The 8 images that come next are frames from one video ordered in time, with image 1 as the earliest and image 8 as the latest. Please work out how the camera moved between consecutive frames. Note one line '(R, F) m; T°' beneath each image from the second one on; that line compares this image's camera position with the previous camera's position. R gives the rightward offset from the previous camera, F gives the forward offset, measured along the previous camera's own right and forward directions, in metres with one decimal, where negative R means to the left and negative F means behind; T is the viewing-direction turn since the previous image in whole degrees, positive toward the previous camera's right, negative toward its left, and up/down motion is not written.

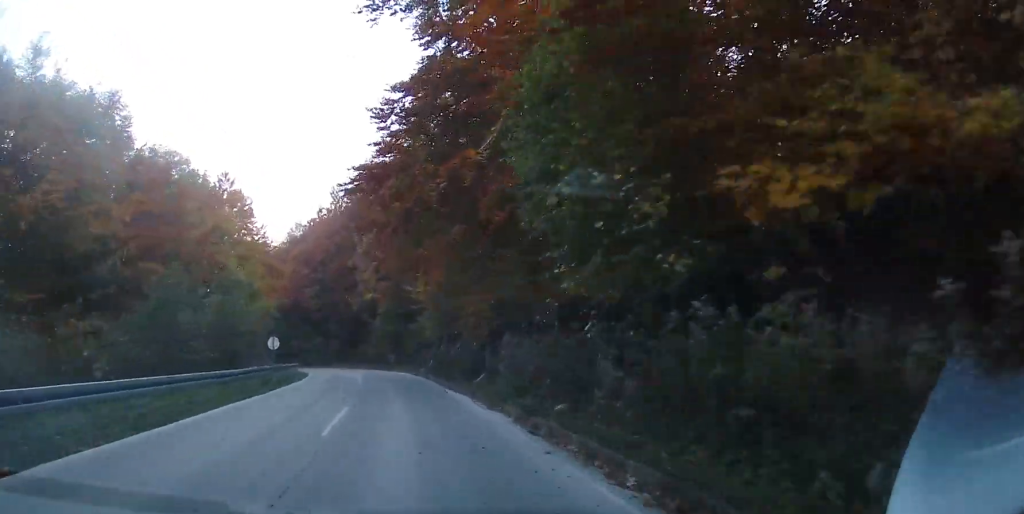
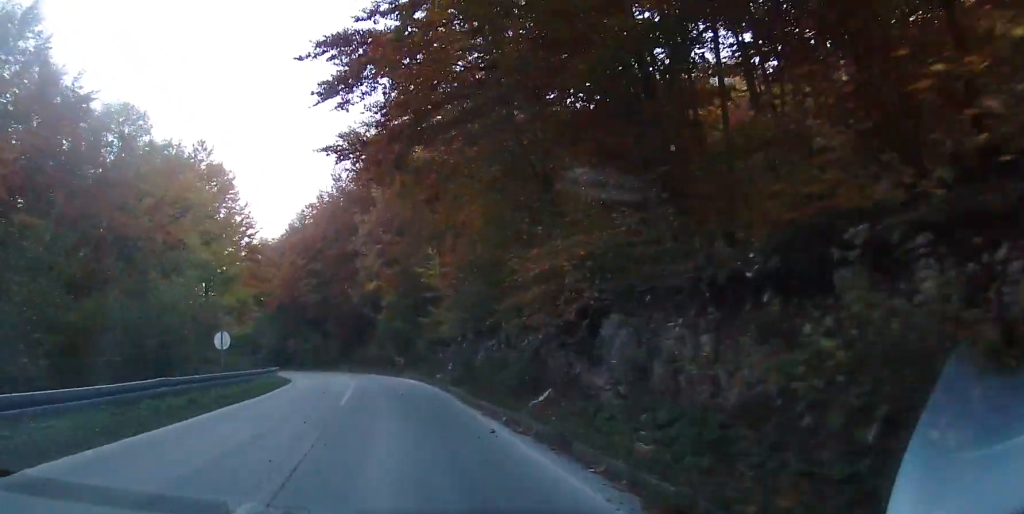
(+0.1, +9.9) m; 0°
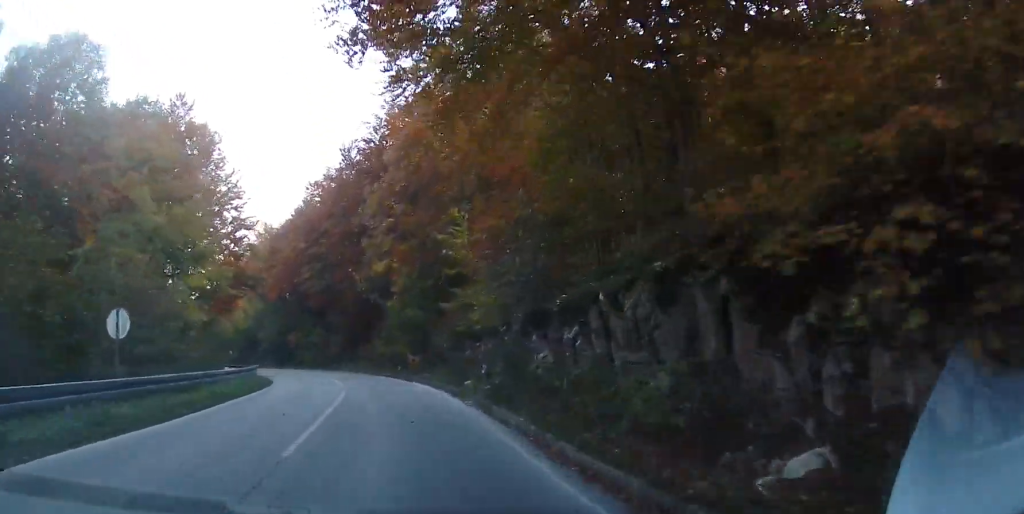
(0.0, +8.7) m; -2°
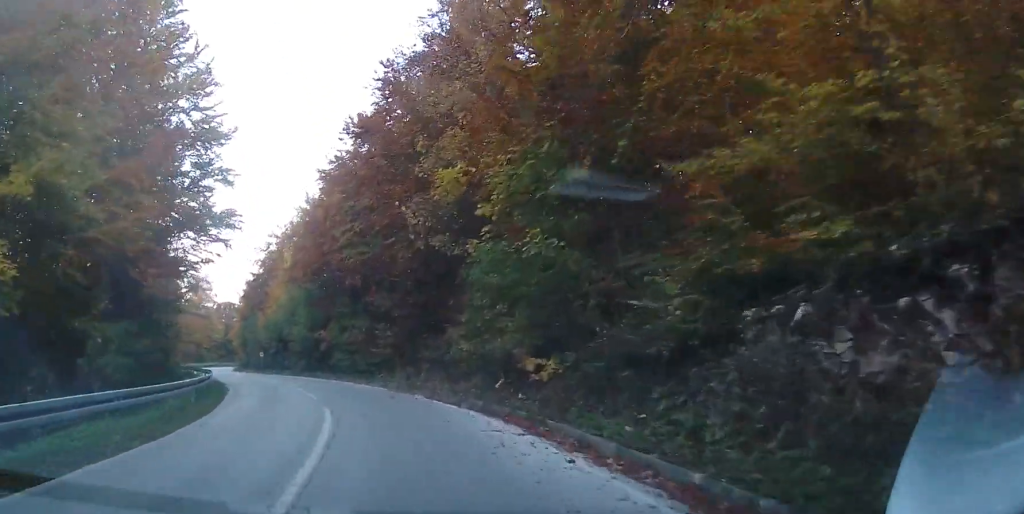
(-1.1, +20.1) m; -6°
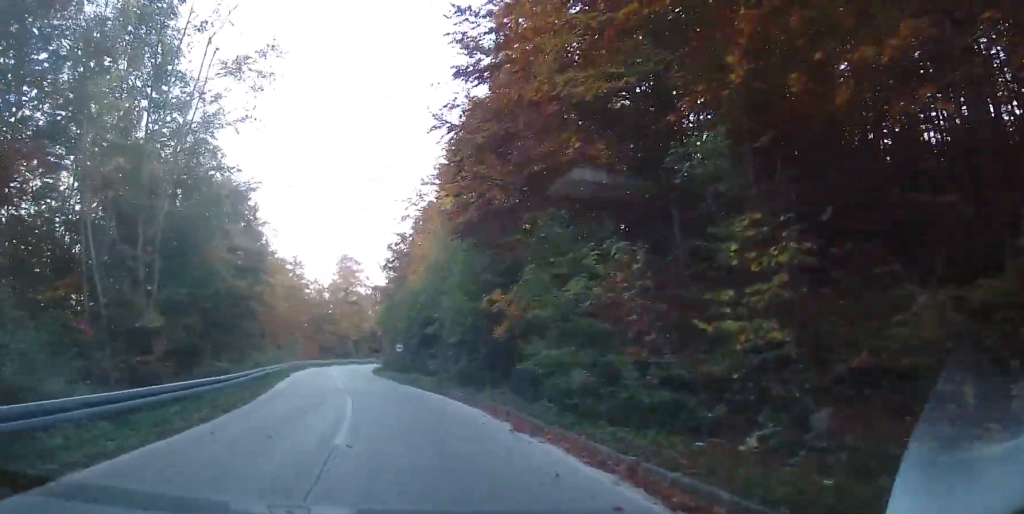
(-4.9, +25.5) m; -24°
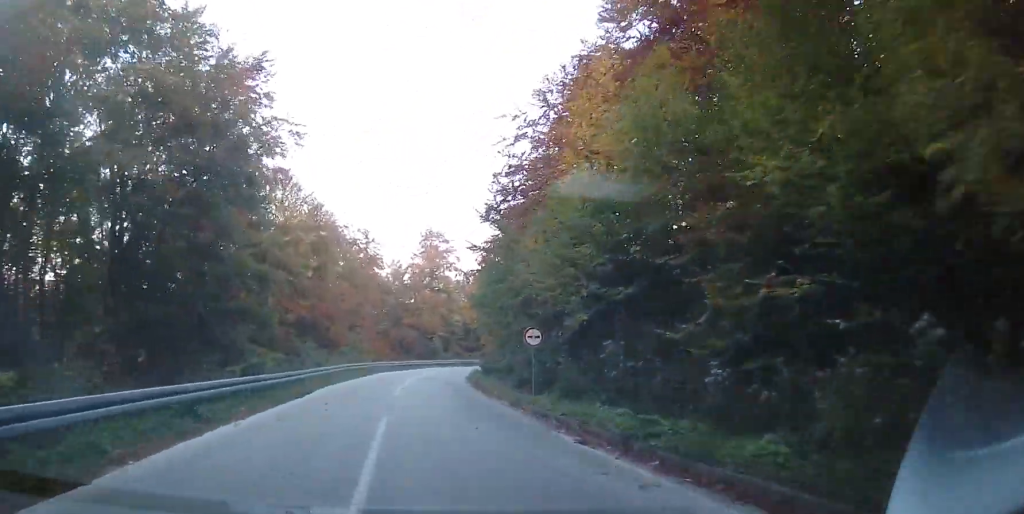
(-2.2, +21.6) m; -6°
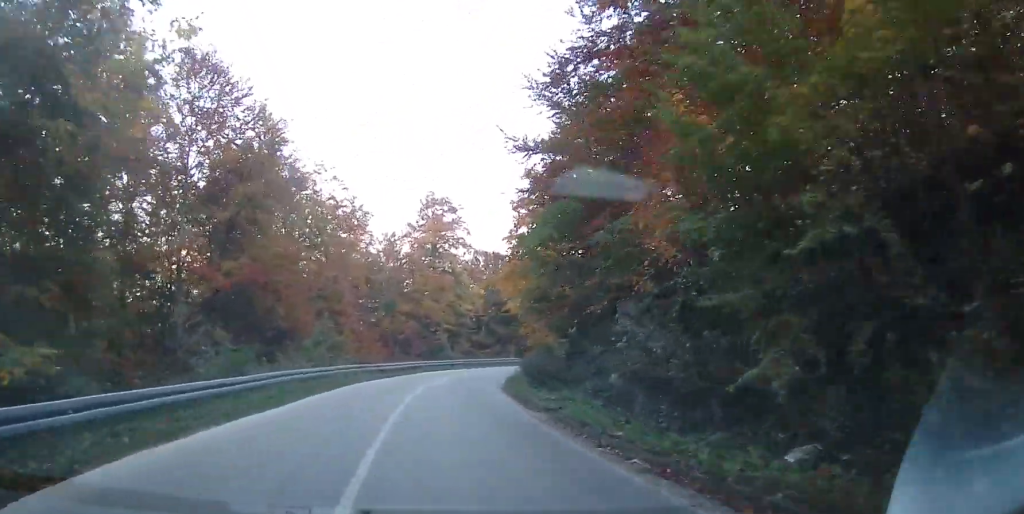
(+0.1, +17.6) m; +2°
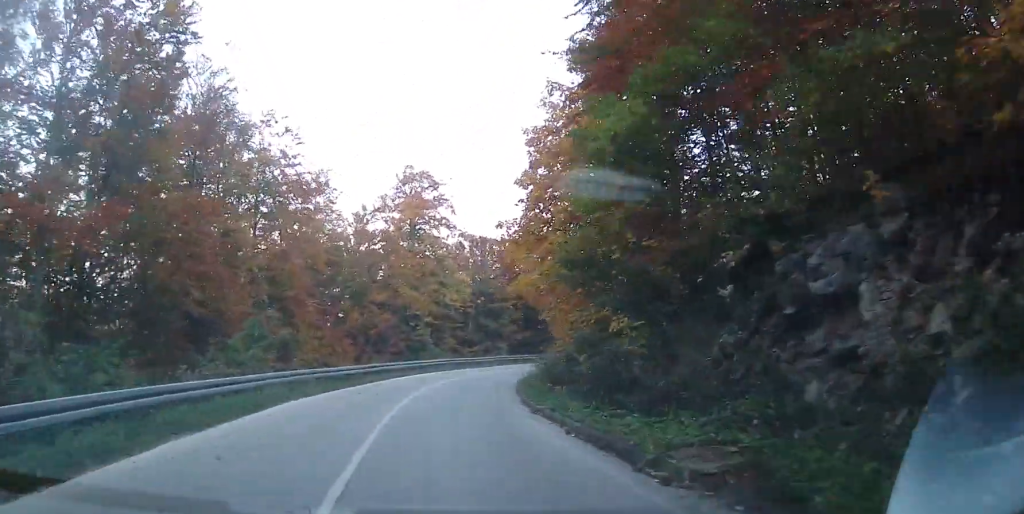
(+0.2, +9.5) m; +1°
